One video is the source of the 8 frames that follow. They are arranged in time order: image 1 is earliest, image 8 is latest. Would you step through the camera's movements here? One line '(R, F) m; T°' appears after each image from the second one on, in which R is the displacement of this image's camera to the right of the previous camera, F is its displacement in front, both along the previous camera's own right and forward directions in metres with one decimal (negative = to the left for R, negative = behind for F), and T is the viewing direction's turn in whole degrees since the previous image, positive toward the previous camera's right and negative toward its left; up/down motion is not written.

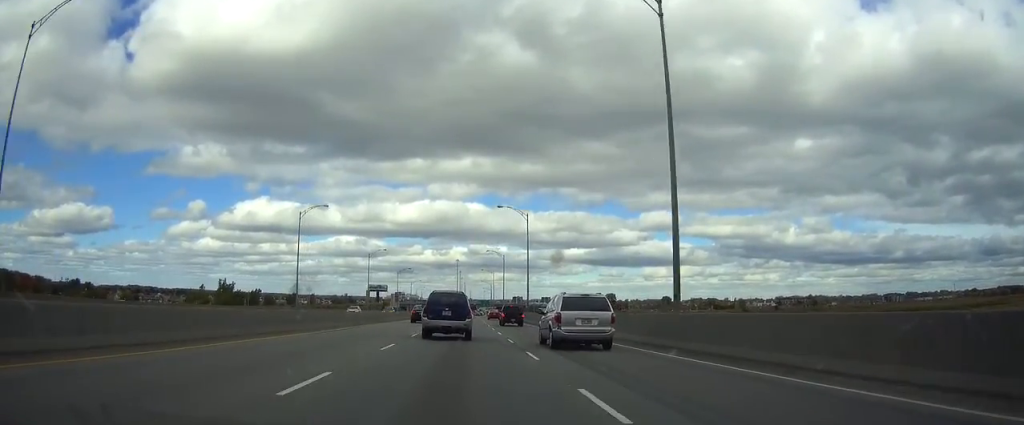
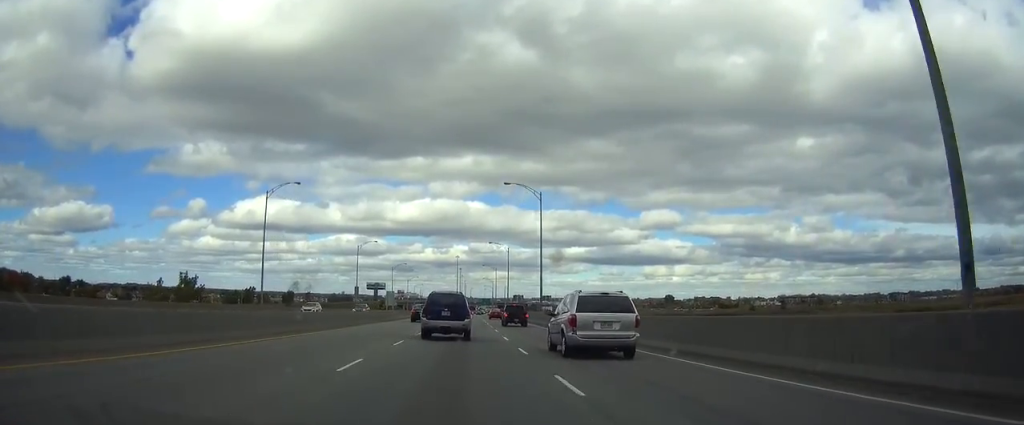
(+0.1, +15.2) m; 0°
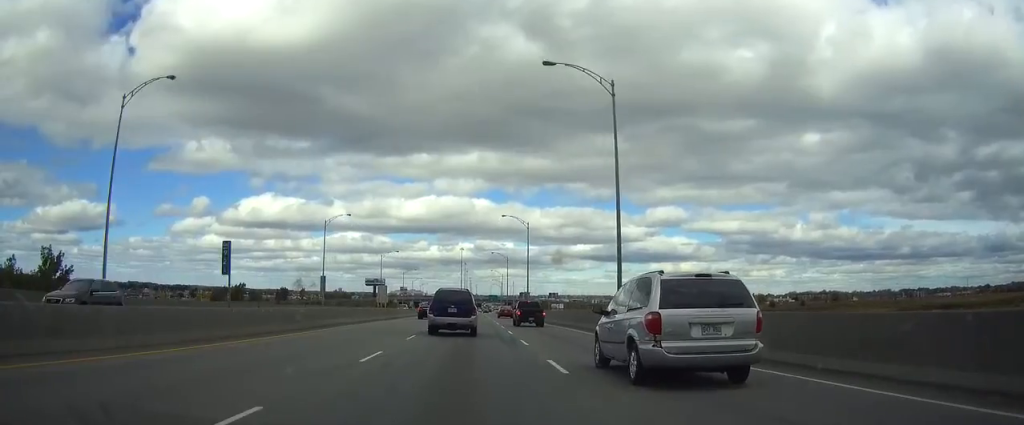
(-0.2, +34.2) m; 0°
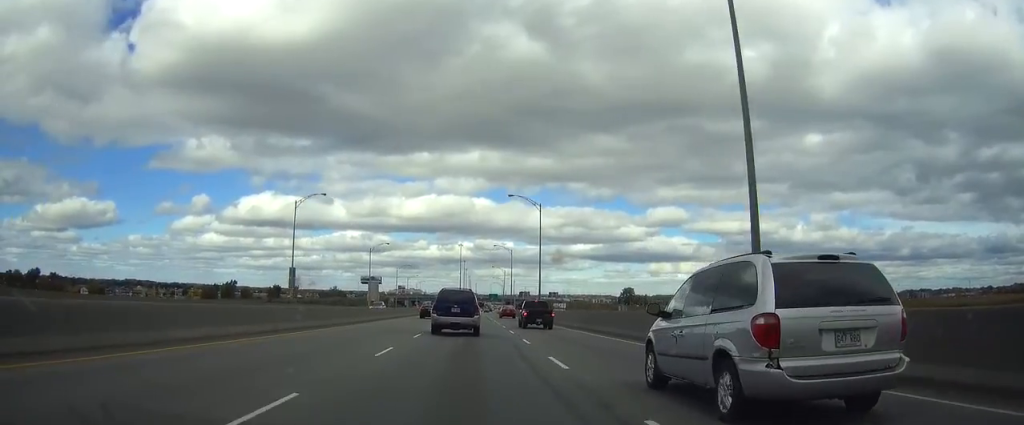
(+0.1, +17.0) m; 0°
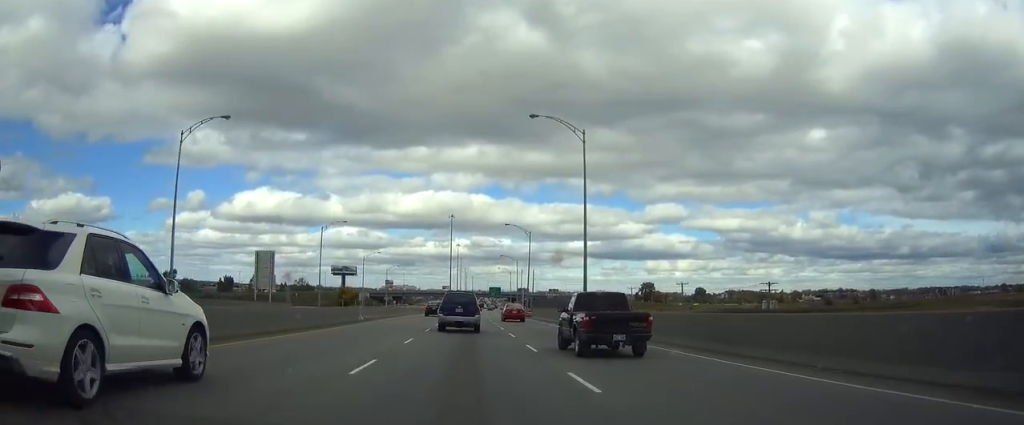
(+0.4, +94.6) m; 0°
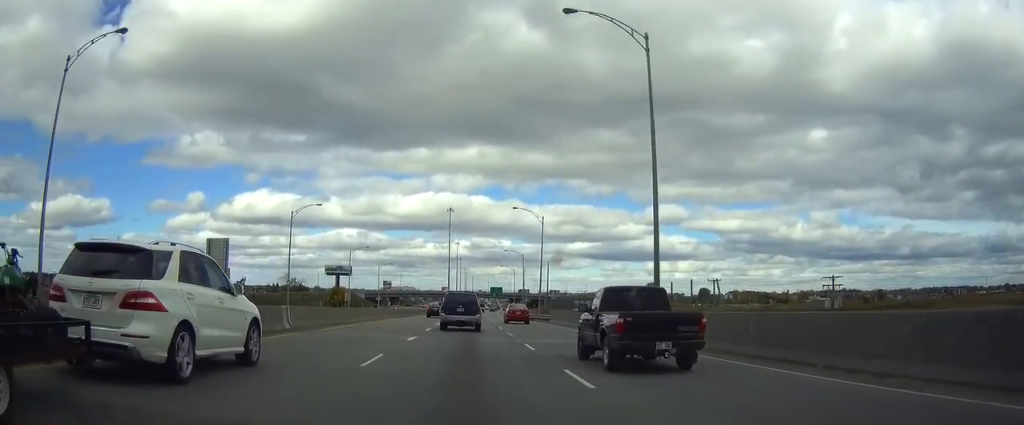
(0.0, +17.6) m; 0°
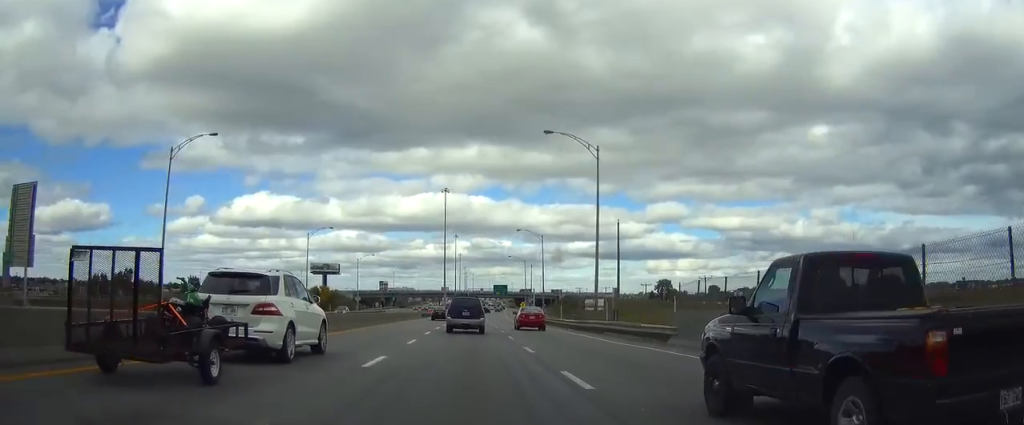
(0.0, +36.2) m; 0°
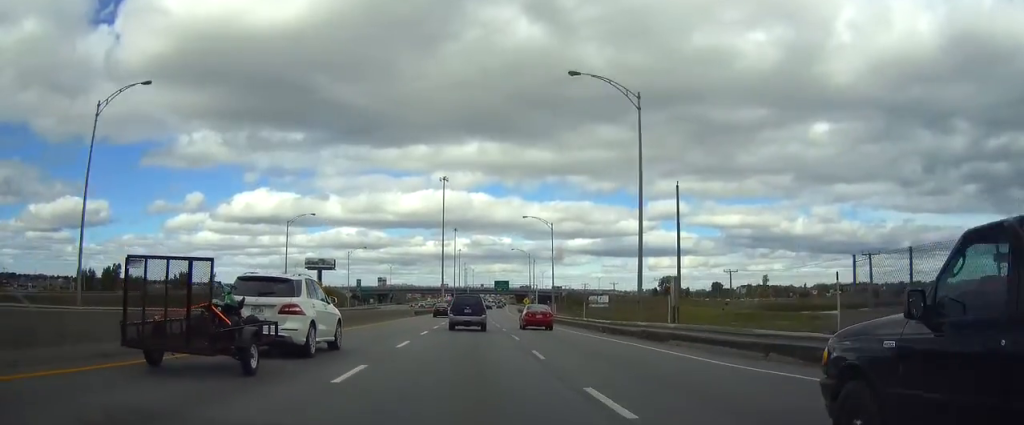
(0.0, +11.8) m; 0°
